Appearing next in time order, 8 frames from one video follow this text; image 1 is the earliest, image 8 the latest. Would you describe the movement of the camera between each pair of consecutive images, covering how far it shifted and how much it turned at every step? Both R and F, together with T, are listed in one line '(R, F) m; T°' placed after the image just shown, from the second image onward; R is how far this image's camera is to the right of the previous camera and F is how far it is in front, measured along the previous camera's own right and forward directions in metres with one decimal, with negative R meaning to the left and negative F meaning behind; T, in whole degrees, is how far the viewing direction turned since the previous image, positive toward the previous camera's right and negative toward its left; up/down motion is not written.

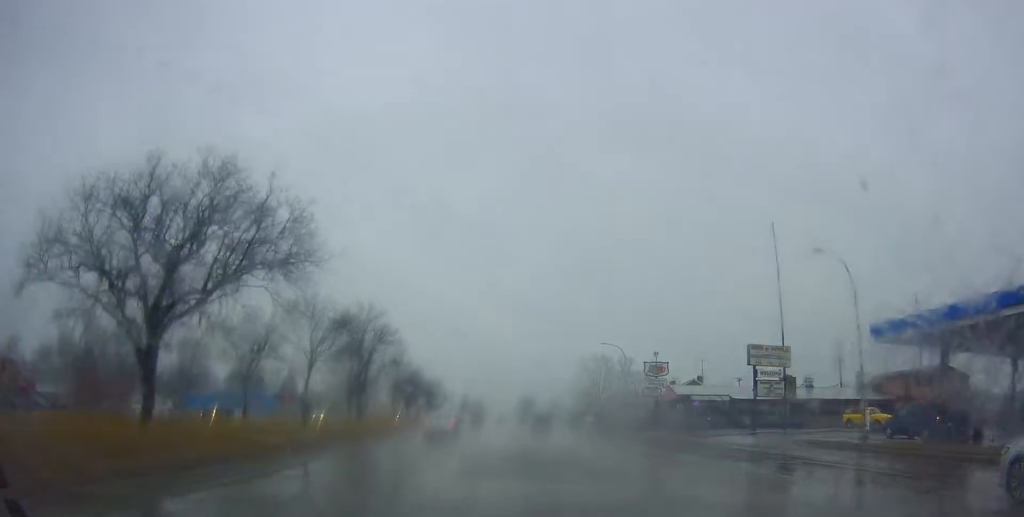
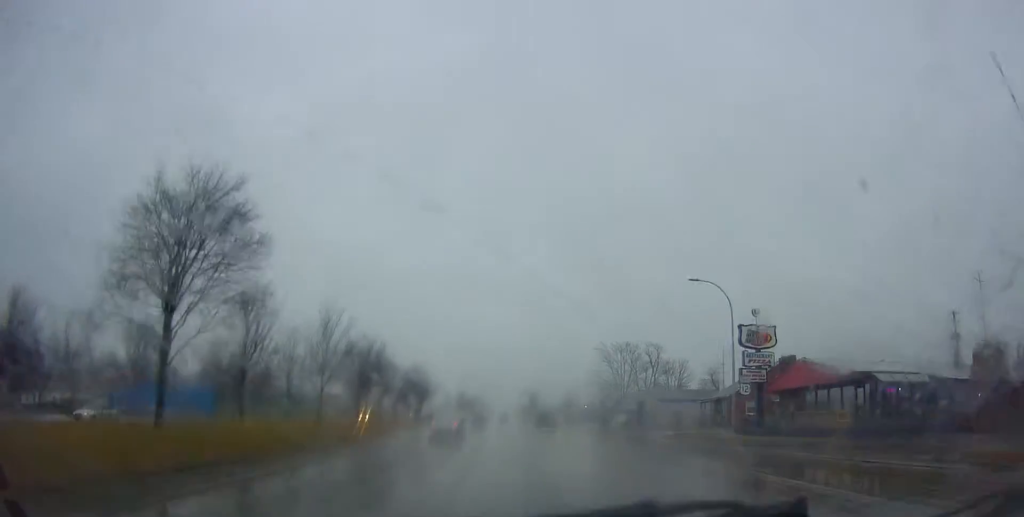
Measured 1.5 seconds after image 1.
(-0.6, +29.1) m; -1°
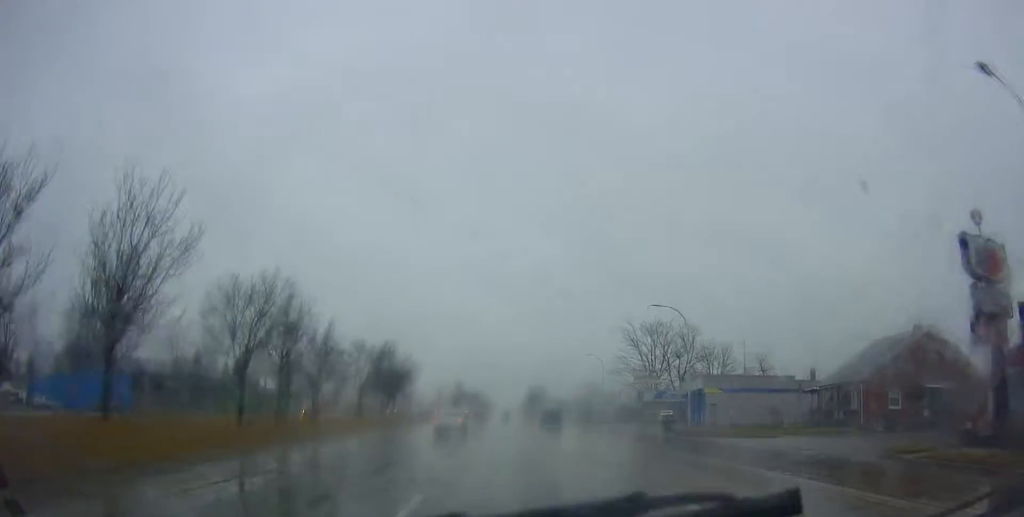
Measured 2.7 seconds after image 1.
(+0.2, +24.5) m; -2°
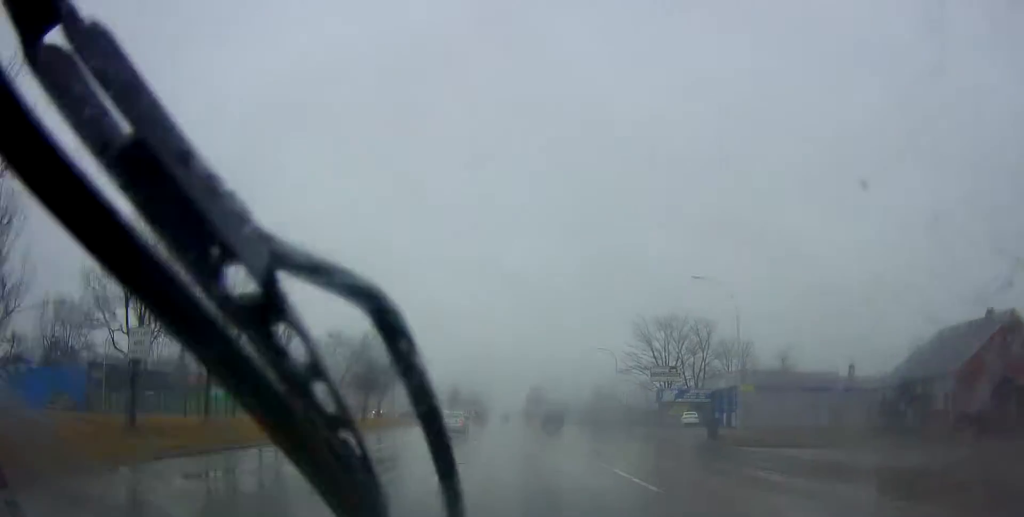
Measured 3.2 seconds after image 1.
(-0.4, +9.4) m; 0°
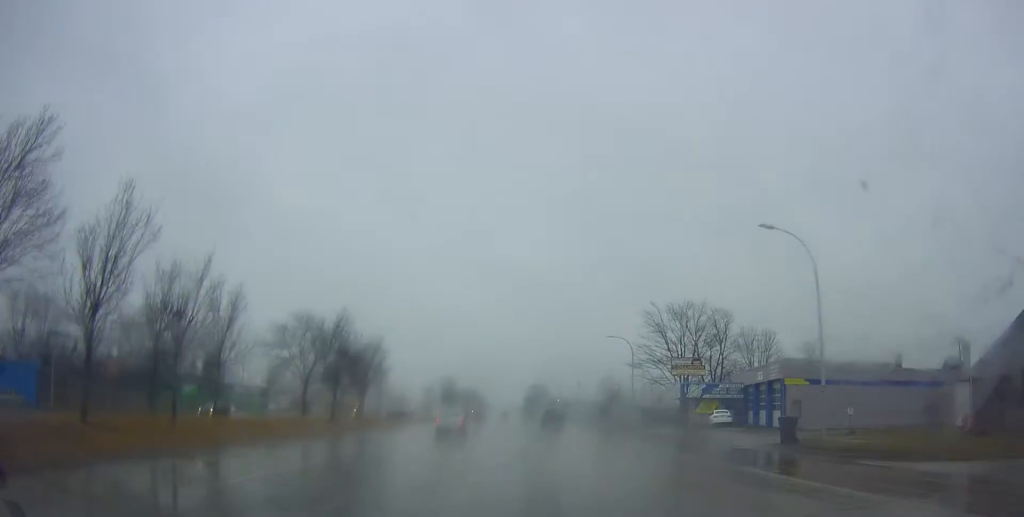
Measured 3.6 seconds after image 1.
(-0.3, +9.4) m; 0°
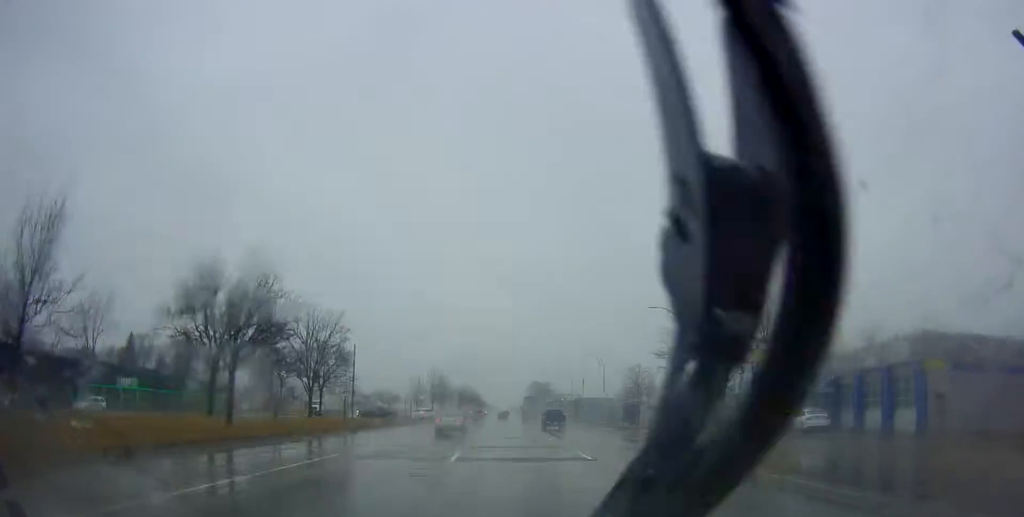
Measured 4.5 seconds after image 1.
(+0.5, +16.8) m; +3°
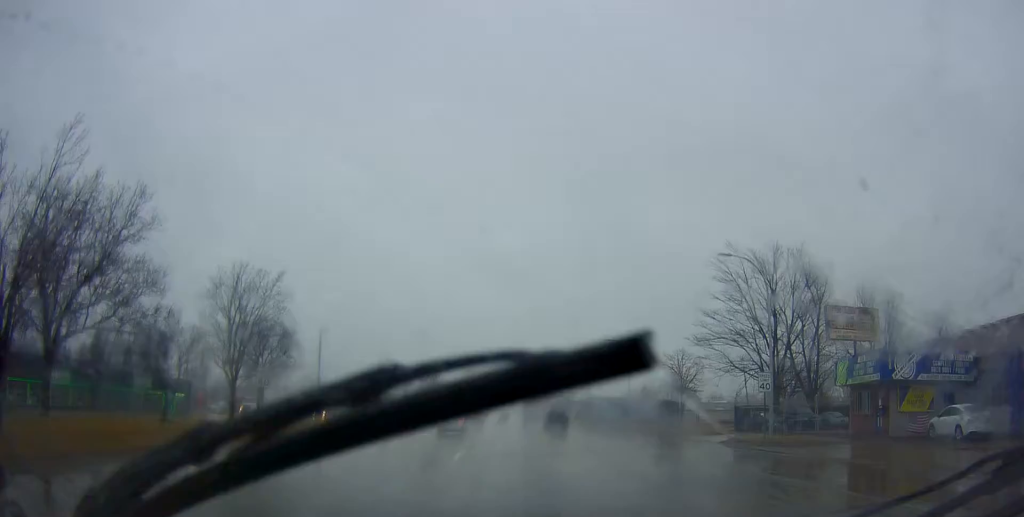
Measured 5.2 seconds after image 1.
(+0.3, +14.7) m; 0°
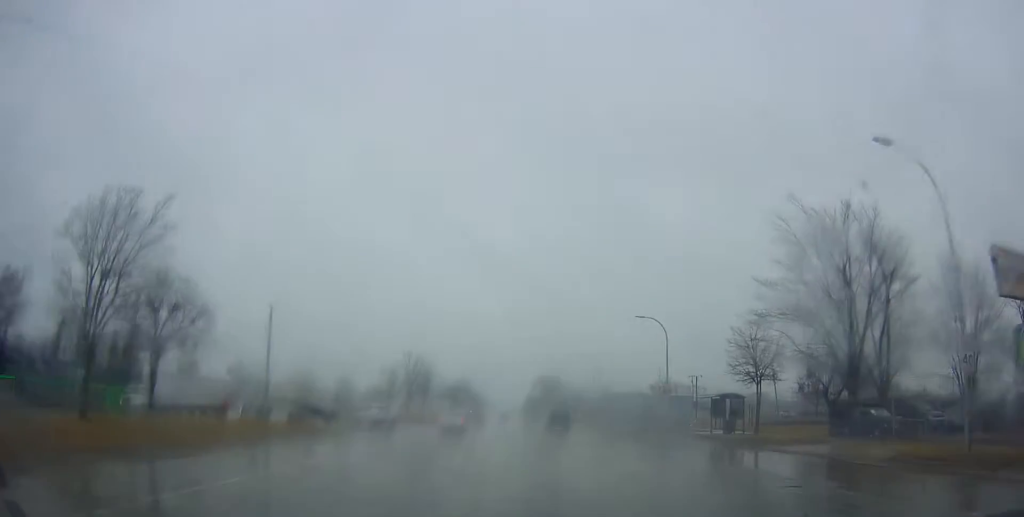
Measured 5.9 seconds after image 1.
(0.0, +14.0) m; 0°
